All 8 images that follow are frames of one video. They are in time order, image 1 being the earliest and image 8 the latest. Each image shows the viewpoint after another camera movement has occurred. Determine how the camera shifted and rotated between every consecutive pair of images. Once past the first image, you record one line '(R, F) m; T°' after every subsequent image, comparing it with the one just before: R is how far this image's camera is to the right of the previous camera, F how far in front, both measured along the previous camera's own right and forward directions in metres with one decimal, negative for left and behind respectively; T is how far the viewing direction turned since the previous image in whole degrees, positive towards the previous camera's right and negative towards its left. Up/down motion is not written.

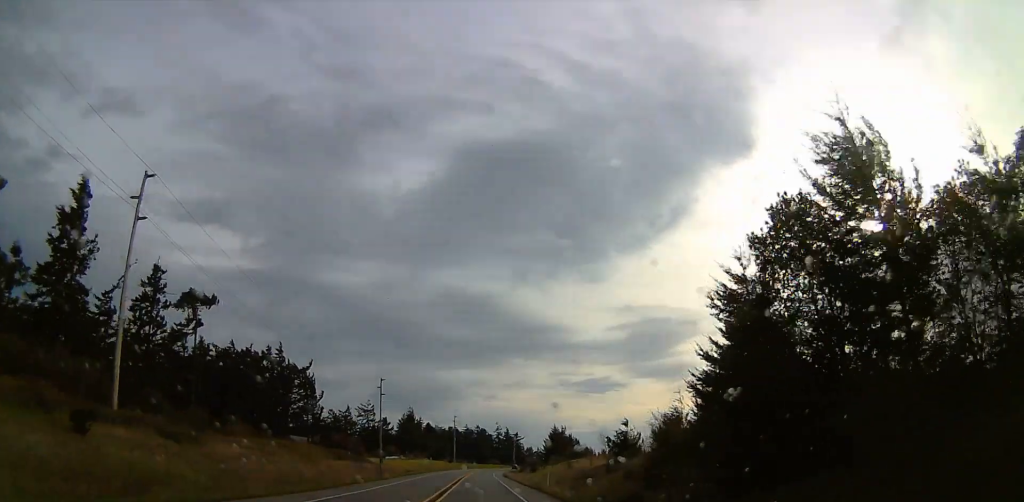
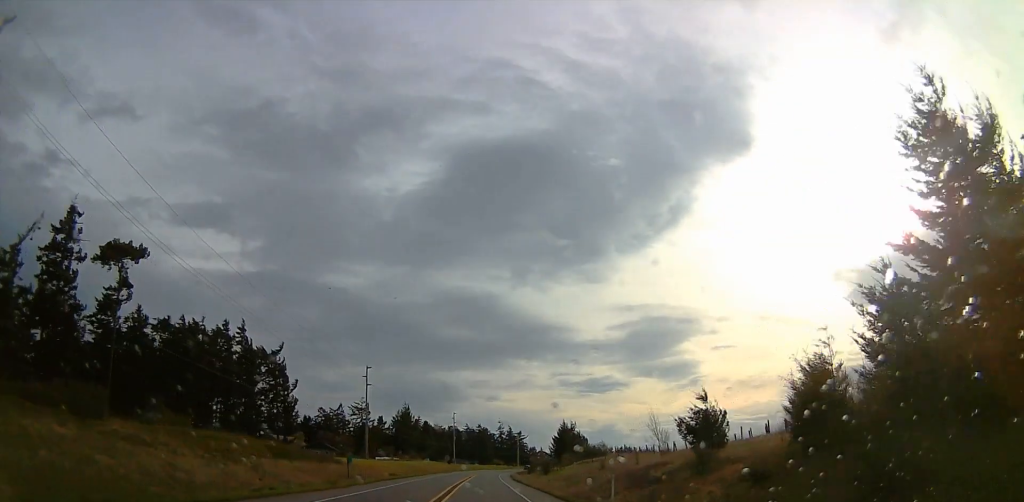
(+0.1, +18.8) m; 0°
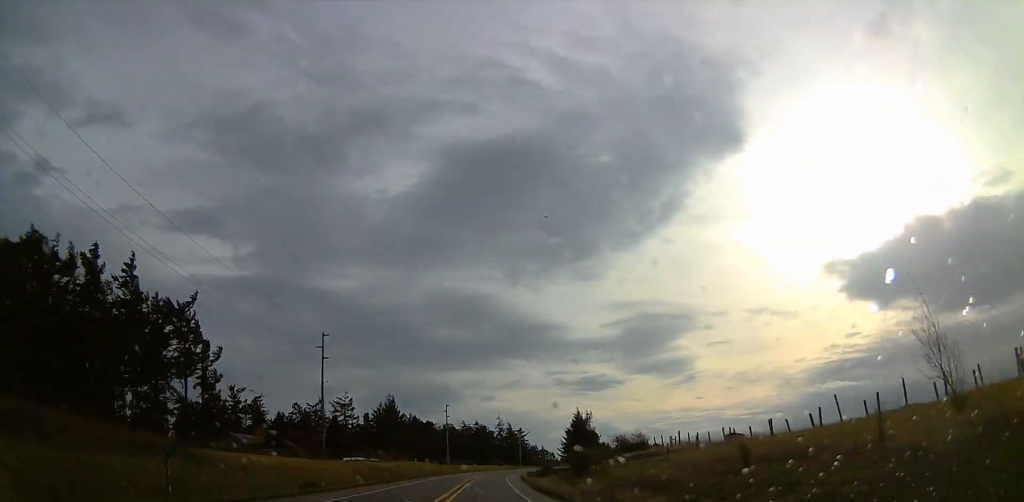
(-0.2, +32.6) m; -1°
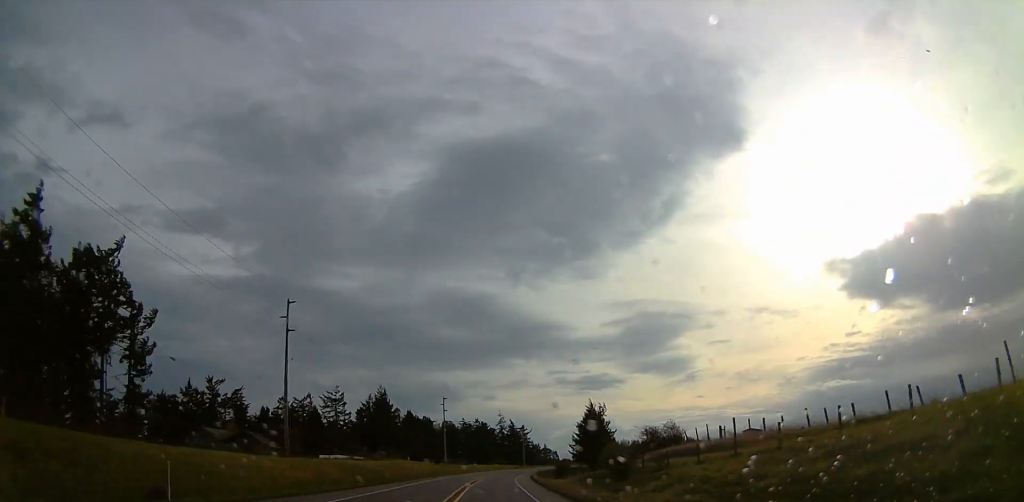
(0.0, +17.8) m; 0°
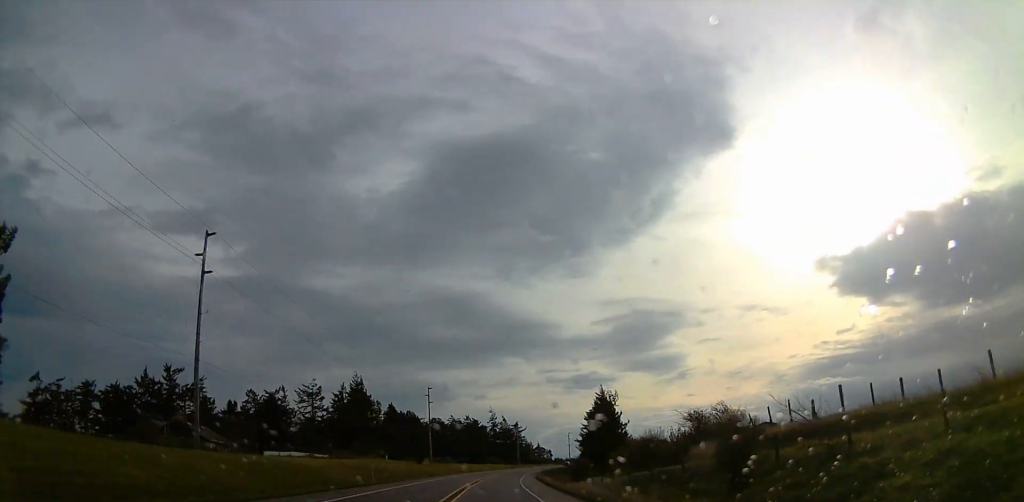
(0.0, +21.8) m; 0°
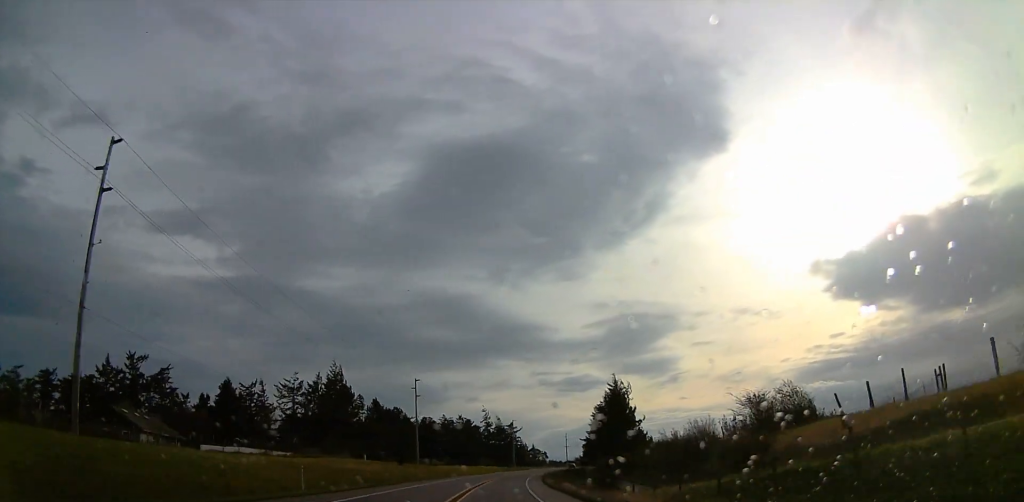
(0.0, +16.1) m; 0°
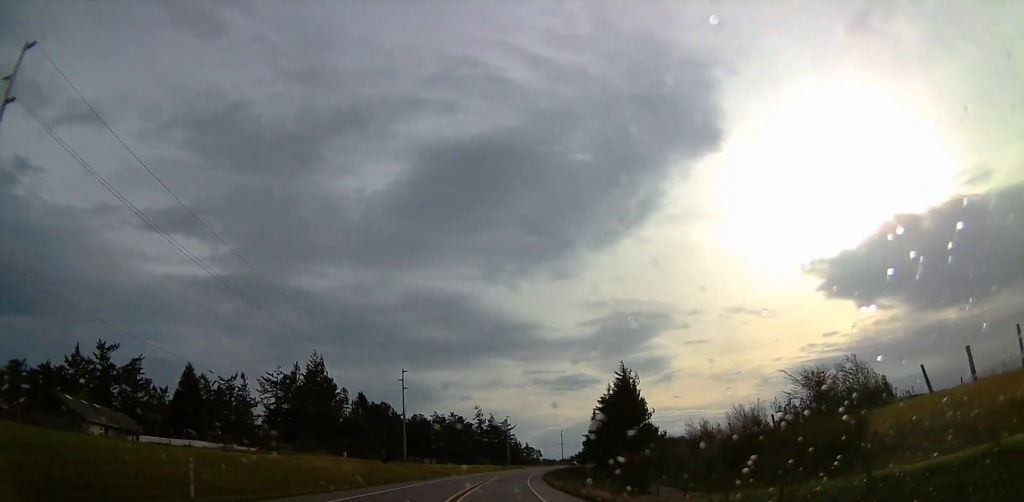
(0.0, +10.5) m; +1°
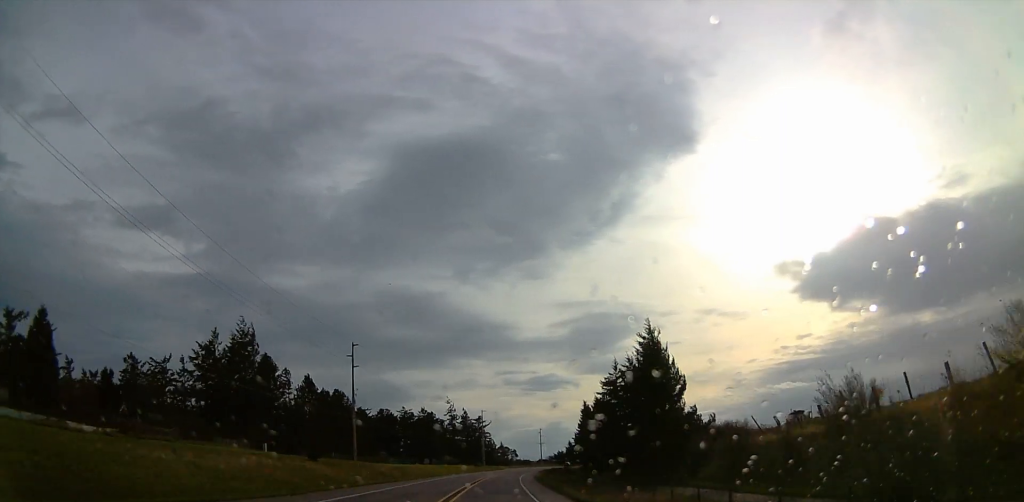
(+0.6, +25.7) m; +2°
